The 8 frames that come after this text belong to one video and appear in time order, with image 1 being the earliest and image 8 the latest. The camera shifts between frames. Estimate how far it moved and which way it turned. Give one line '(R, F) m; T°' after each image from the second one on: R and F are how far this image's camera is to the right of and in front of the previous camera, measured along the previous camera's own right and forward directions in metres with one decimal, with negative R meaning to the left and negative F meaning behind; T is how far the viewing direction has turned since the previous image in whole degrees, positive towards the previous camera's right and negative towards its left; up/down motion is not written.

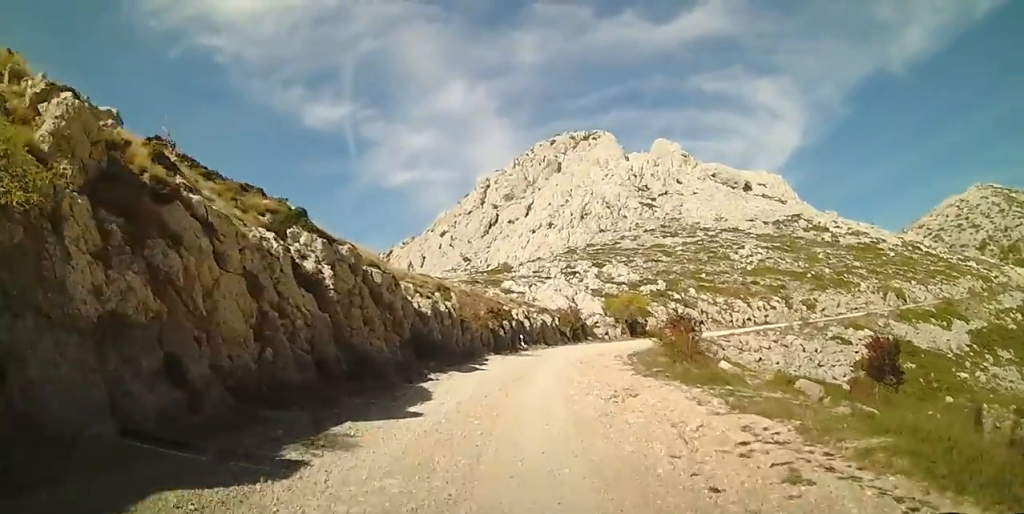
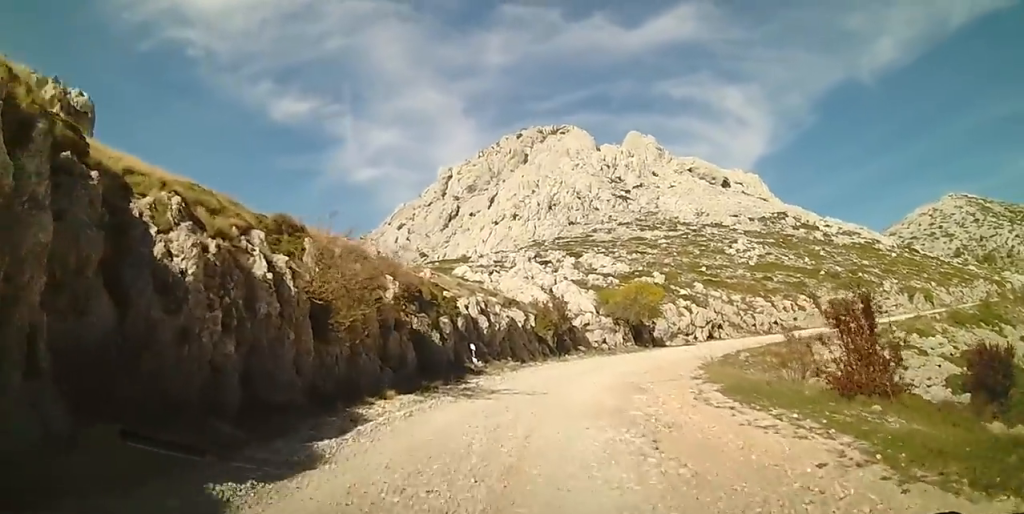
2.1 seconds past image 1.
(+0.3, +13.7) m; +10°
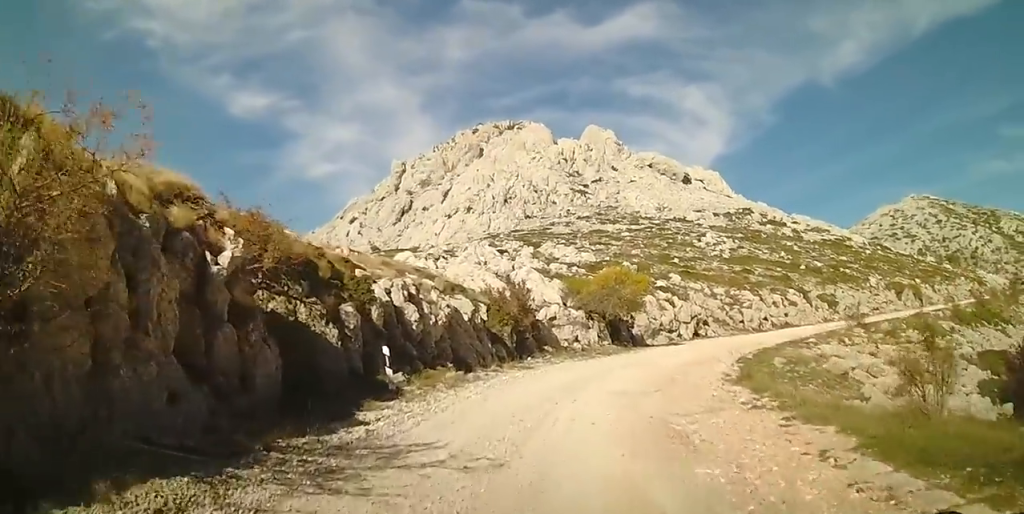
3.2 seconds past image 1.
(+0.7, +6.0) m; +10°
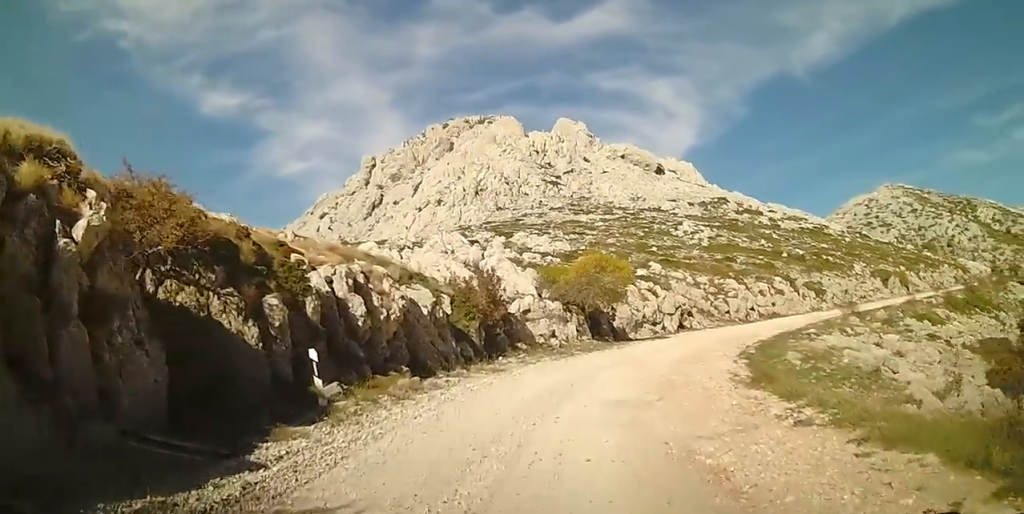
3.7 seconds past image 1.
(+0.1, +2.4) m; +2°
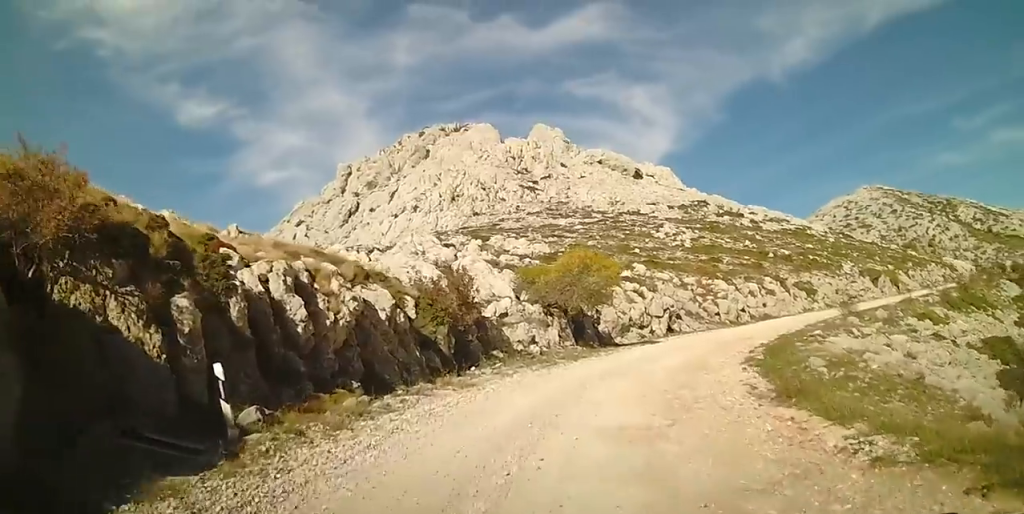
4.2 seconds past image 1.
(0.0, +2.1) m; 0°
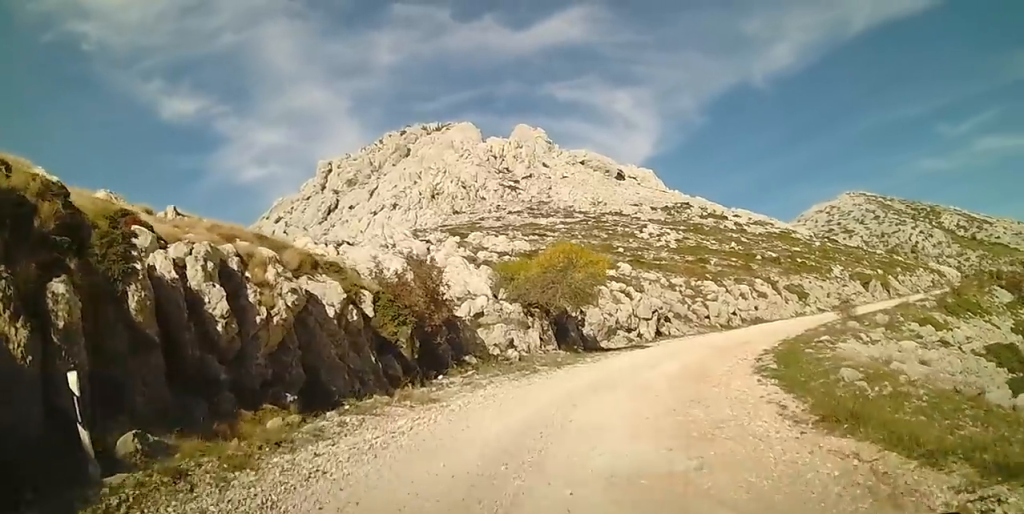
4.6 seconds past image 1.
(0.0, +2.1) m; 0°
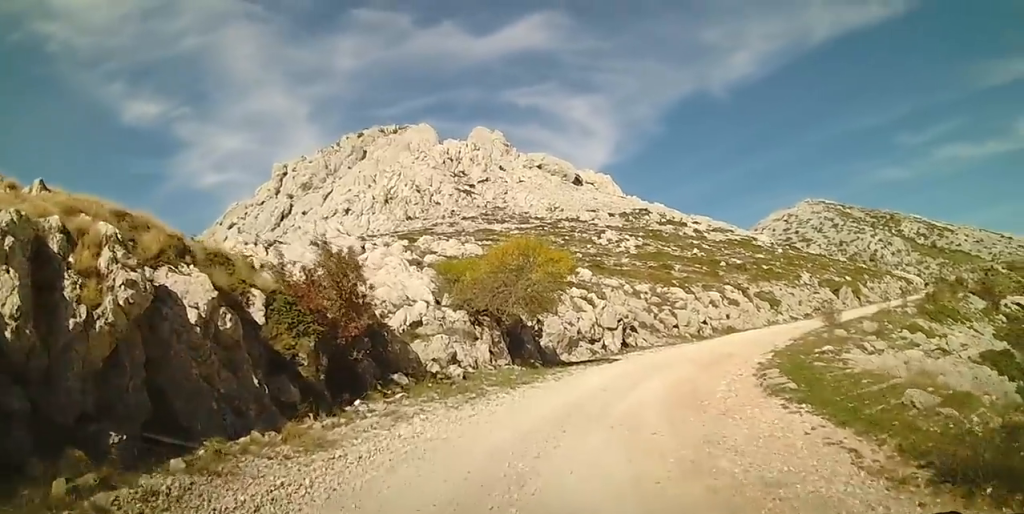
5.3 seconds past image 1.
(0.0, +3.0) m; 0°
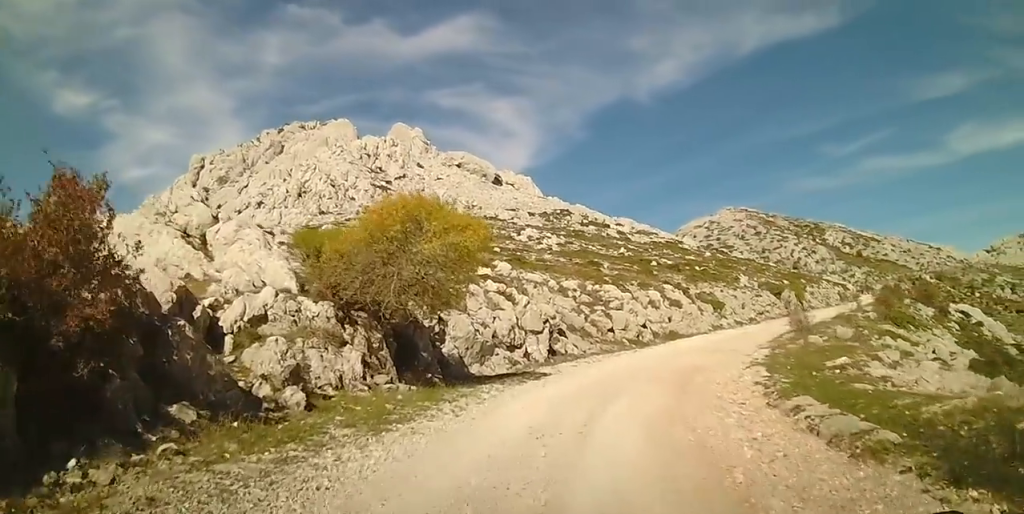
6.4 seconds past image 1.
(0.0, +4.9) m; +7°
